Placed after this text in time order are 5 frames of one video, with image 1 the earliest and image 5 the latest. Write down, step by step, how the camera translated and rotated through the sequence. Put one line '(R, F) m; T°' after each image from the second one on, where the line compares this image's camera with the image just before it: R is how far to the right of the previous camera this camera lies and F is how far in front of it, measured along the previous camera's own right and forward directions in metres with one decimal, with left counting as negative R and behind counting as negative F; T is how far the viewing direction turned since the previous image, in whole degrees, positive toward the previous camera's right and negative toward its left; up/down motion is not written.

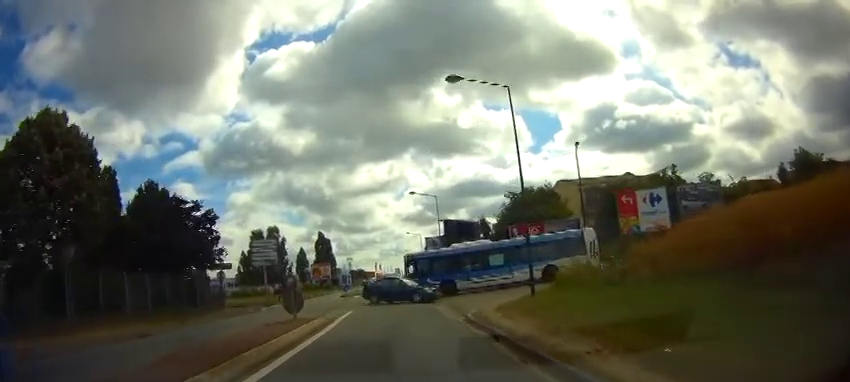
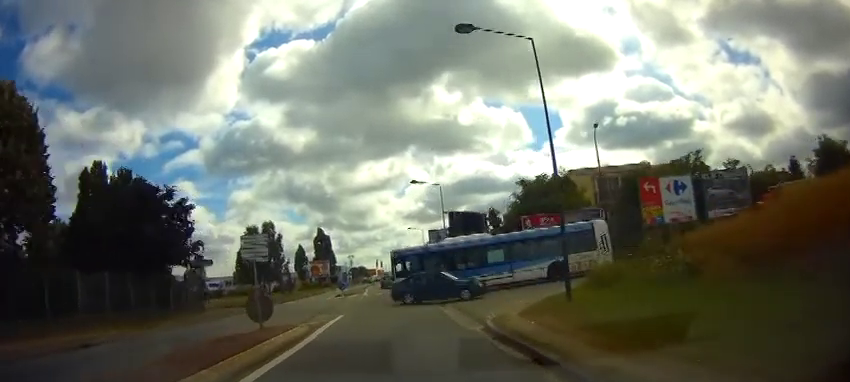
(0.0, +3.7) m; 0°
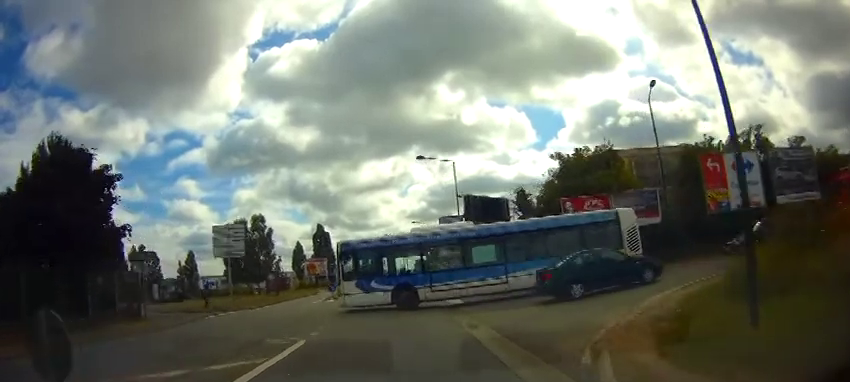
(+0.1, +8.0) m; +2°
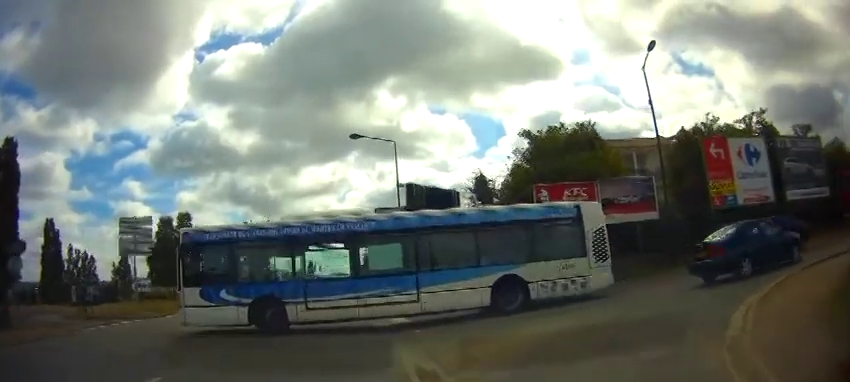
(+0.3, +5.9) m; +12°
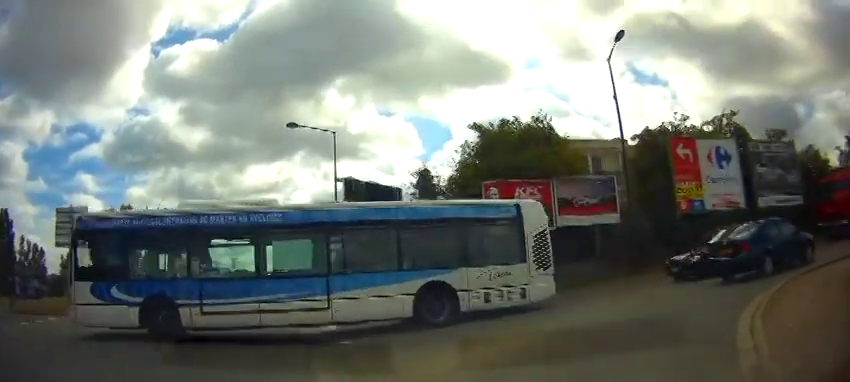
(+0.1, +1.7) m; +7°
